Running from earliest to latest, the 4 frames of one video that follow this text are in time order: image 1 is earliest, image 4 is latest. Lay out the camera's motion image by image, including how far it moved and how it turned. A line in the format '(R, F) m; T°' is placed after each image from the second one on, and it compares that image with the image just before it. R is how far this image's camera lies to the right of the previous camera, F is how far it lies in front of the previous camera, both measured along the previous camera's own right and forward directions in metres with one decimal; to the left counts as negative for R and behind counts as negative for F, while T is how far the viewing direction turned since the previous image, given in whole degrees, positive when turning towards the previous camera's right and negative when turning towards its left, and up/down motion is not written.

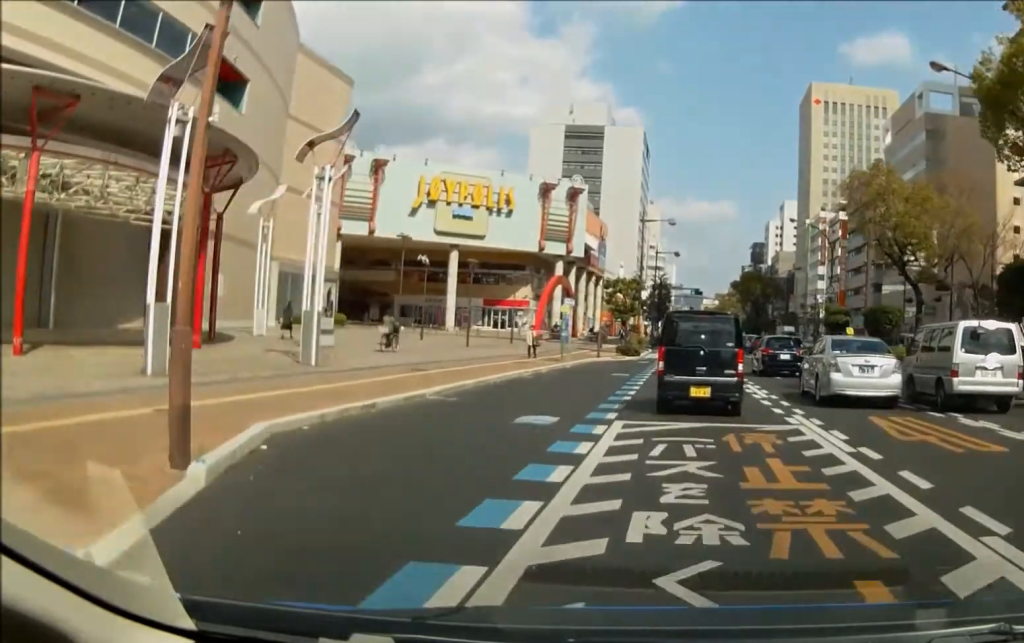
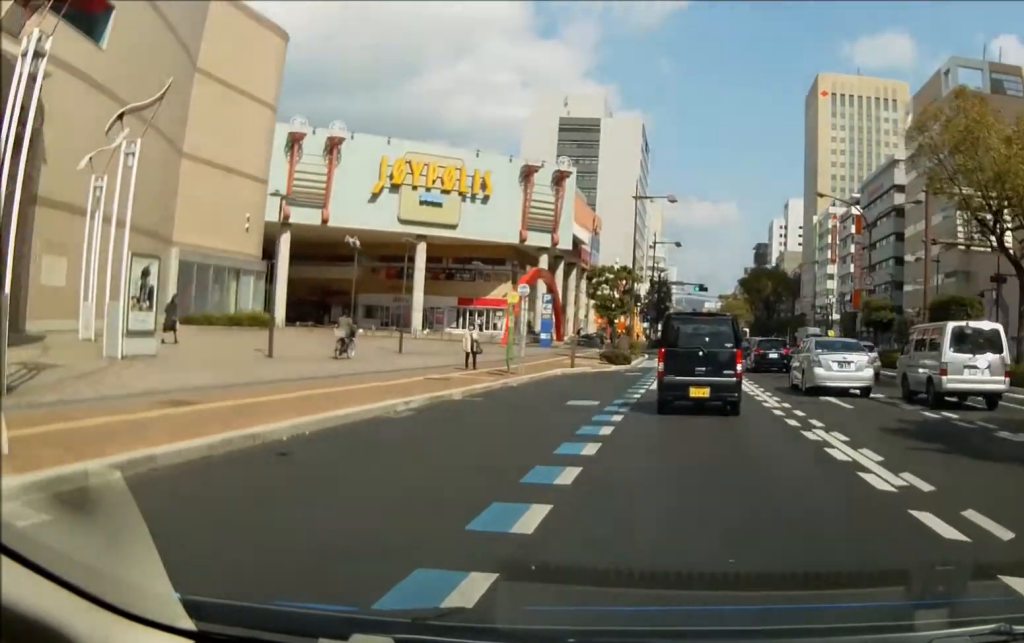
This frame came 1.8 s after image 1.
(-0.4, +11.6) m; -4°
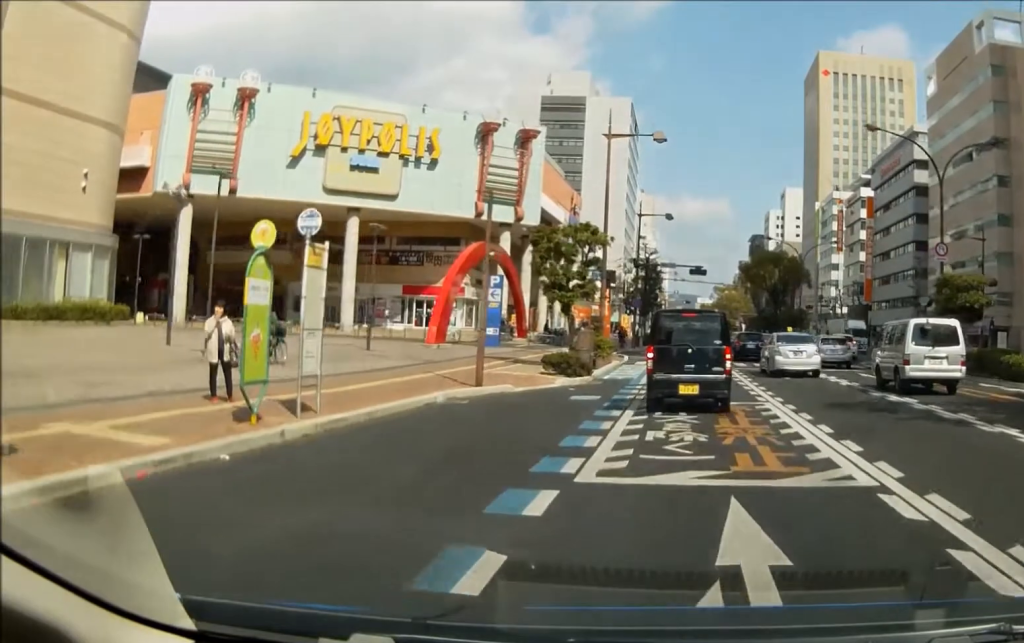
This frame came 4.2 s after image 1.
(+0.5, +15.9) m; +3°
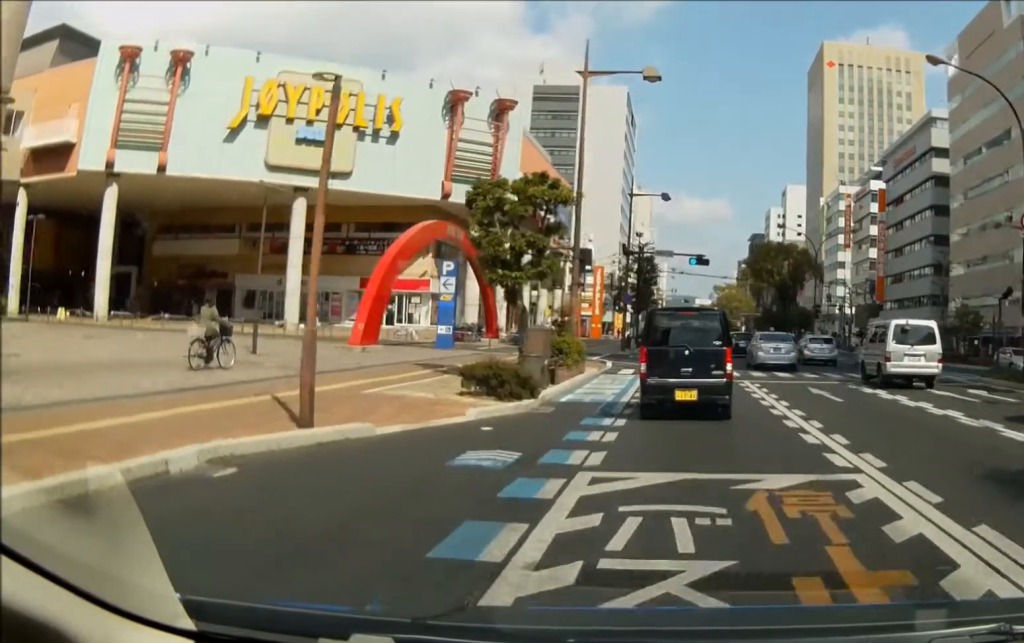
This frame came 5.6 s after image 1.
(-0.4, +9.1) m; -3°
